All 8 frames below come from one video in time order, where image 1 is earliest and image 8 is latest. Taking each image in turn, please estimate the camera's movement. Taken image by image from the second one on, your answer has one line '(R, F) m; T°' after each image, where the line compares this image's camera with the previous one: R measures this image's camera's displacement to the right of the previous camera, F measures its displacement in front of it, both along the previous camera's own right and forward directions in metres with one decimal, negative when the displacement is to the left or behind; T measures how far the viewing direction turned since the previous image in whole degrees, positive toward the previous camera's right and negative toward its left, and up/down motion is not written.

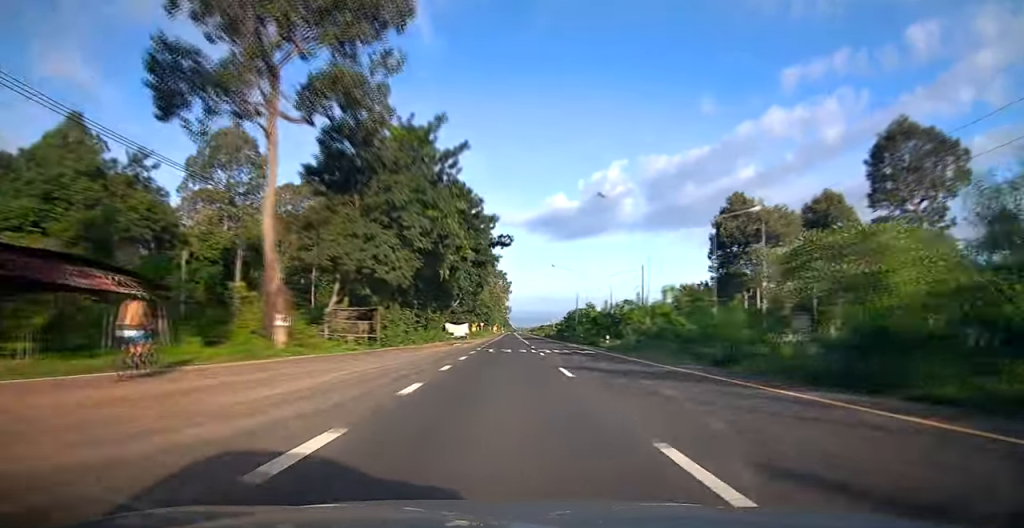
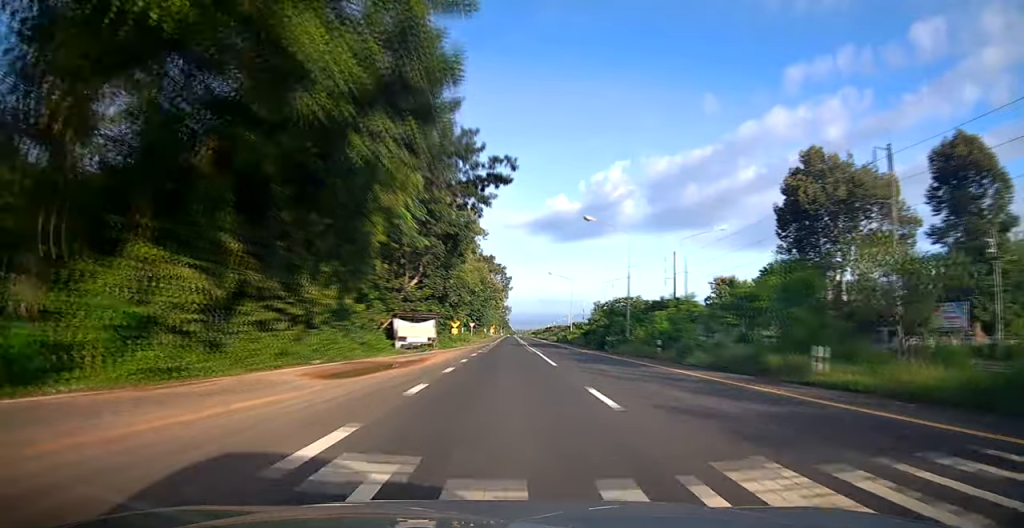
(+0.1, +30.1) m; 0°
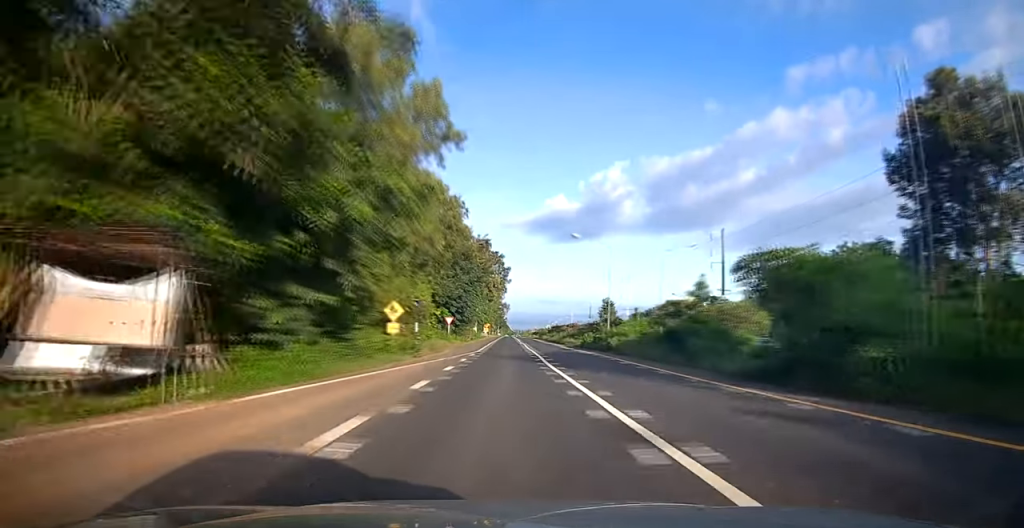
(+0.6, +29.3) m; +1°
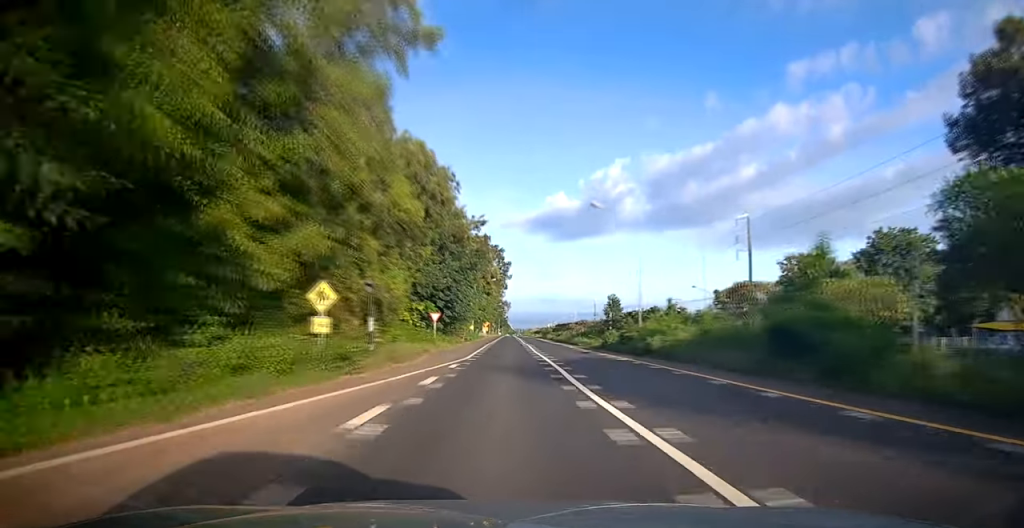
(+0.1, +10.8) m; -1°
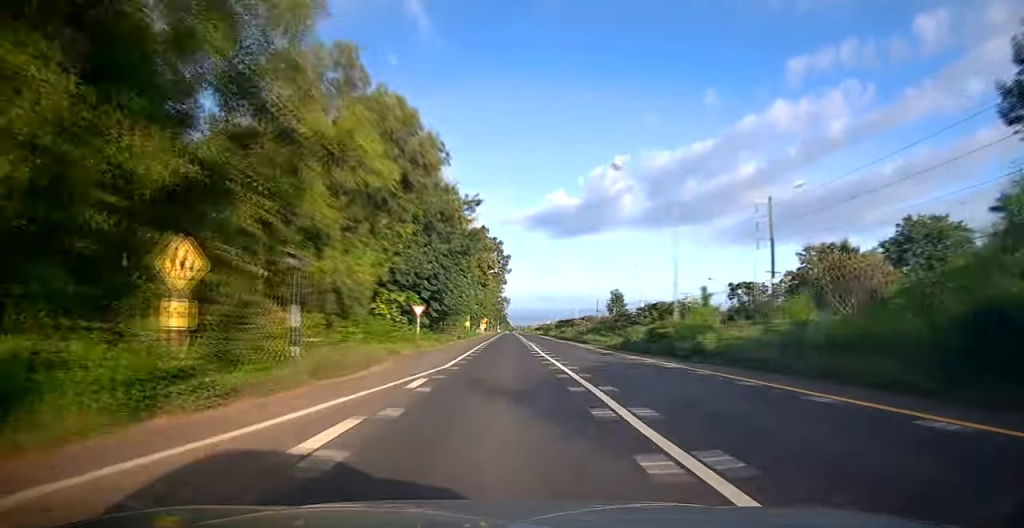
(0.0, +7.7) m; 0°
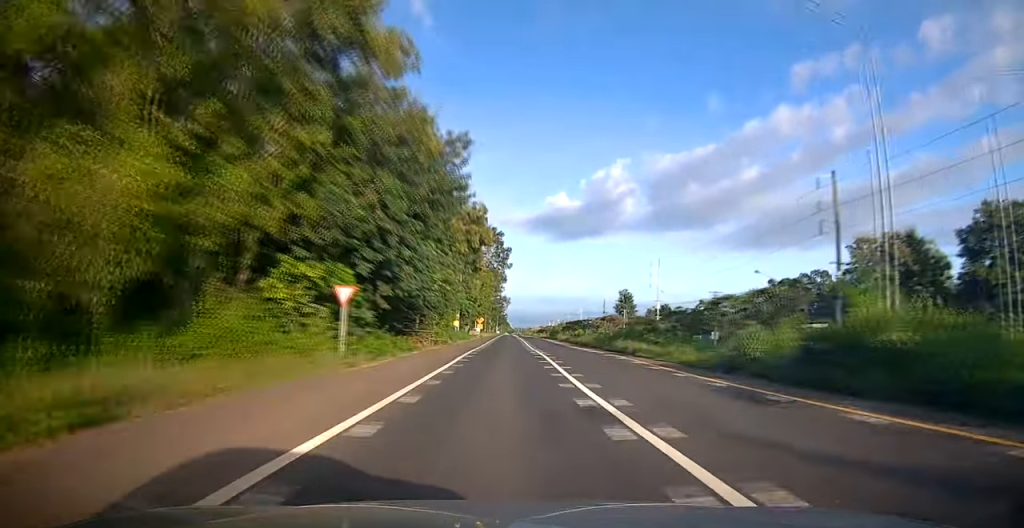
(-0.5, +16.3) m; 0°
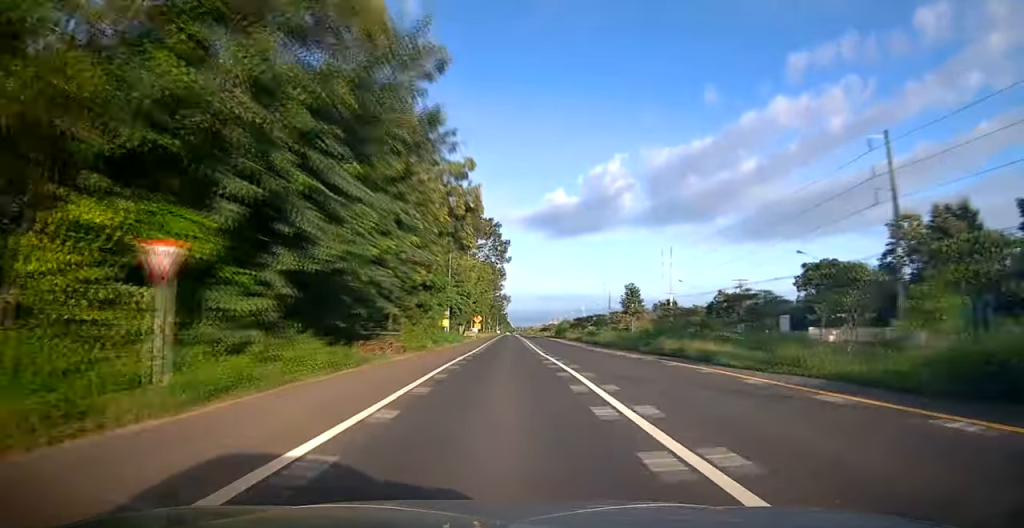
(+0.4, +10.9) m; 0°
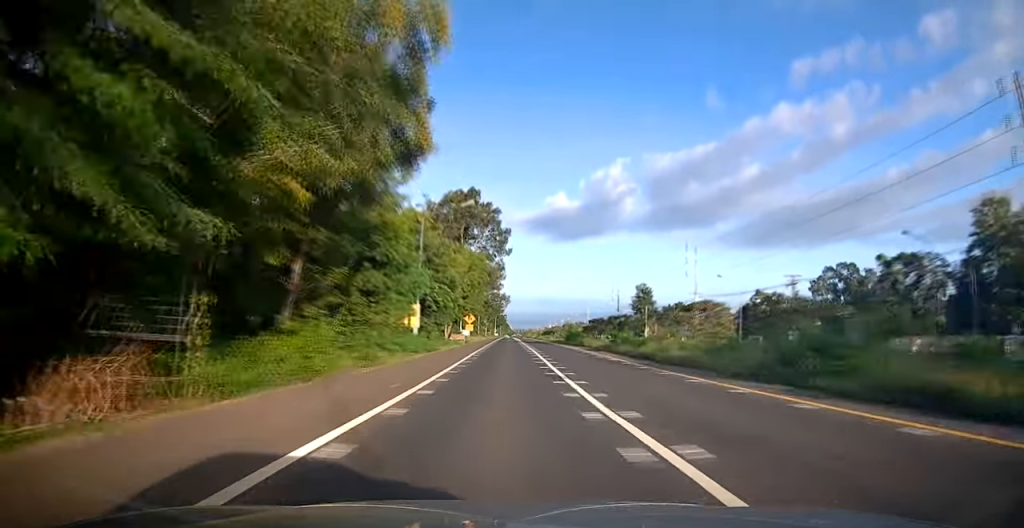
(-0.1, +17.1) m; 0°
